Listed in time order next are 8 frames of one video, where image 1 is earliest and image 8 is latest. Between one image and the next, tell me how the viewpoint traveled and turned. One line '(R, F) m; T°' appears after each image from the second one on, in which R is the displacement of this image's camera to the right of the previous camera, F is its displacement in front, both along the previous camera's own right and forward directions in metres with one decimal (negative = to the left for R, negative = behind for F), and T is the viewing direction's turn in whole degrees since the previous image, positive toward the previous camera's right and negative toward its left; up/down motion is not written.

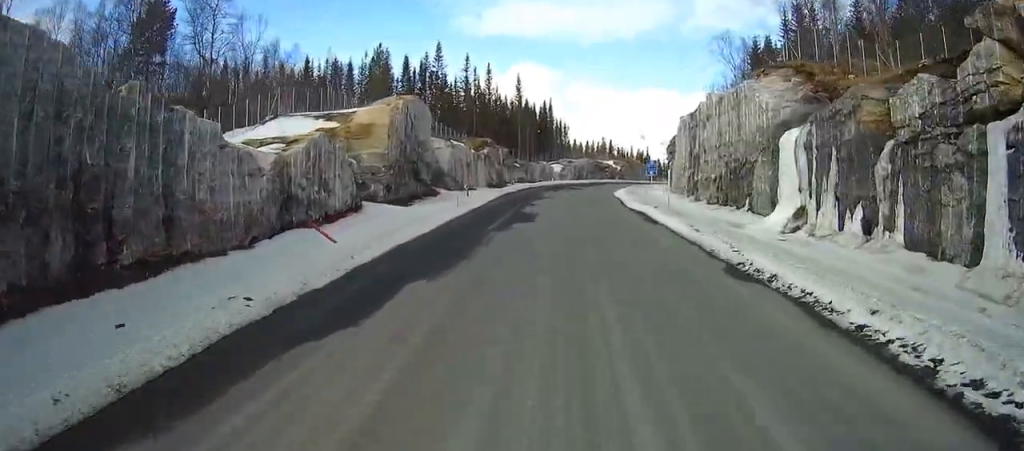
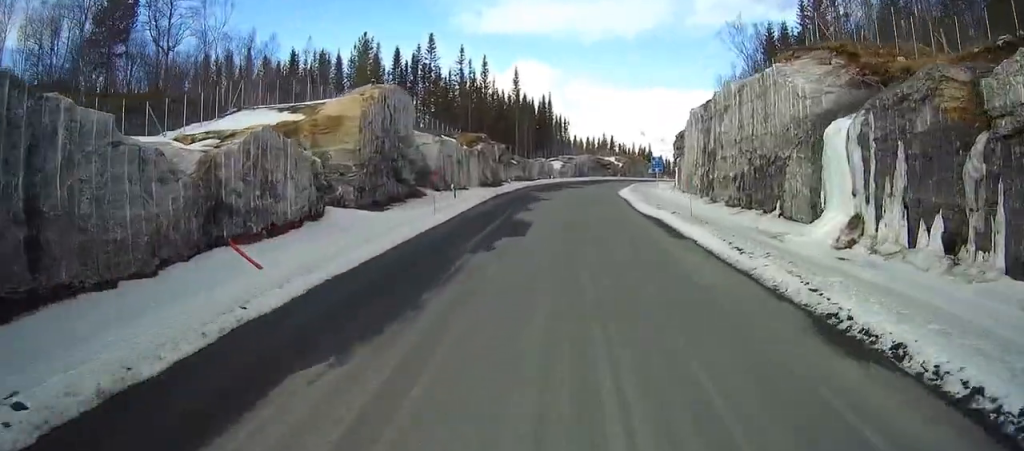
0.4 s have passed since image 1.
(0.0, +5.6) m; 0°
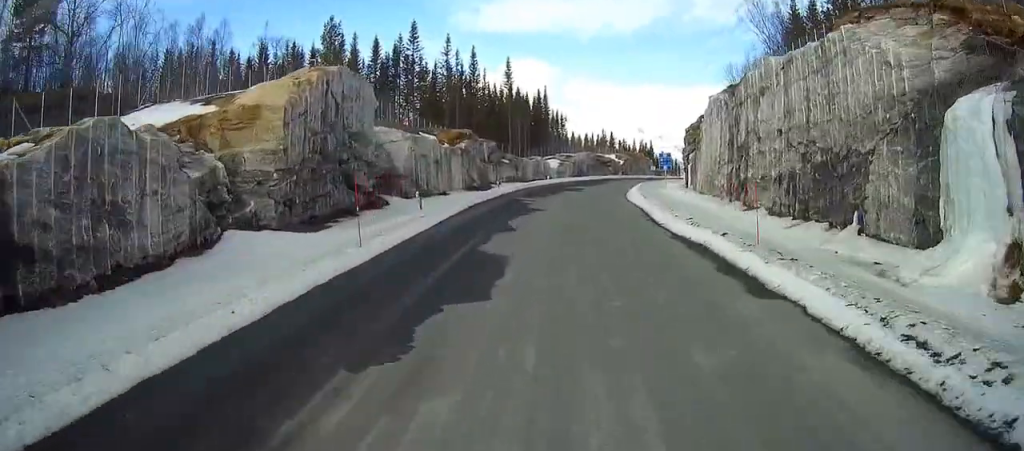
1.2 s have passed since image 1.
(0.0, +9.6) m; 0°
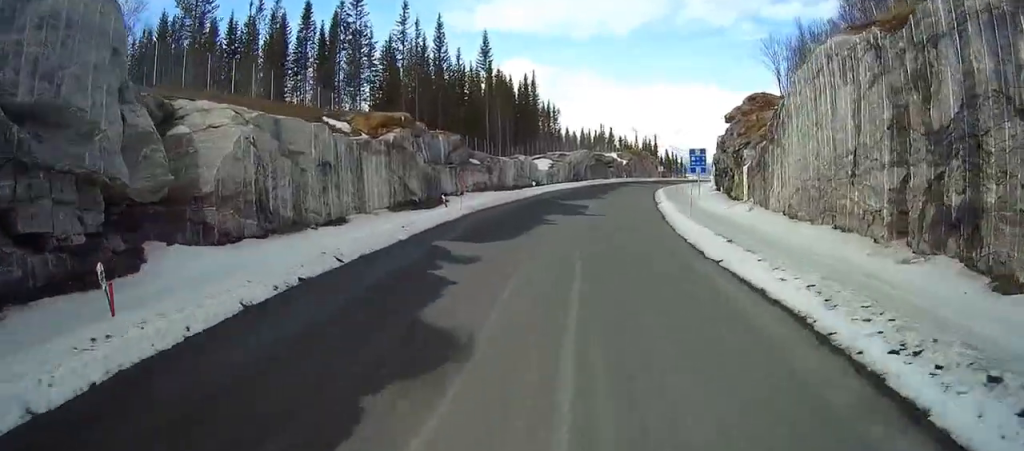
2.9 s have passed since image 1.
(+0.2, +23.9) m; +1°
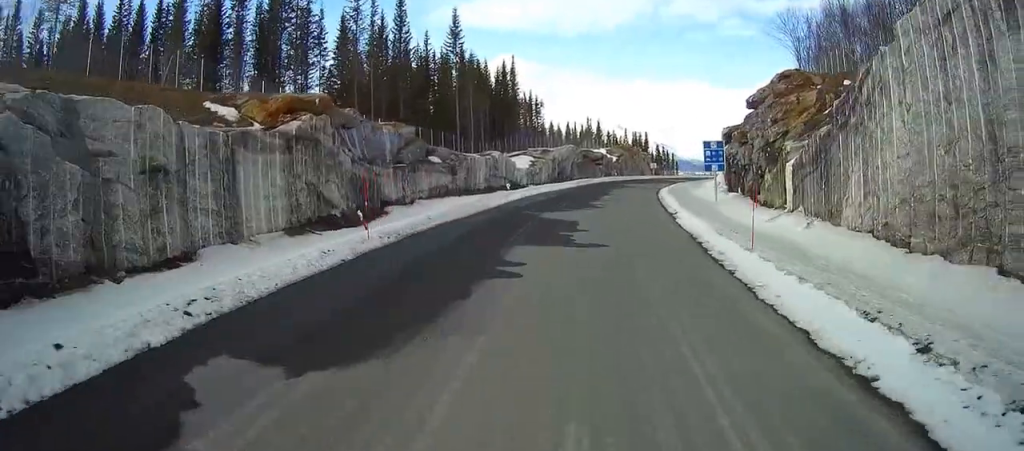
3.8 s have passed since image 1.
(0.0, +12.1) m; +1°
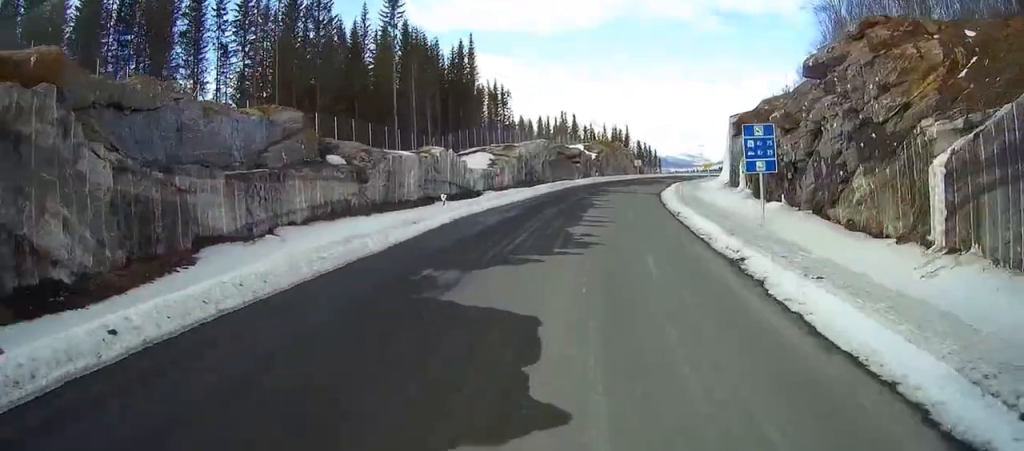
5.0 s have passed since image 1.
(+0.4, +16.7) m; +3°
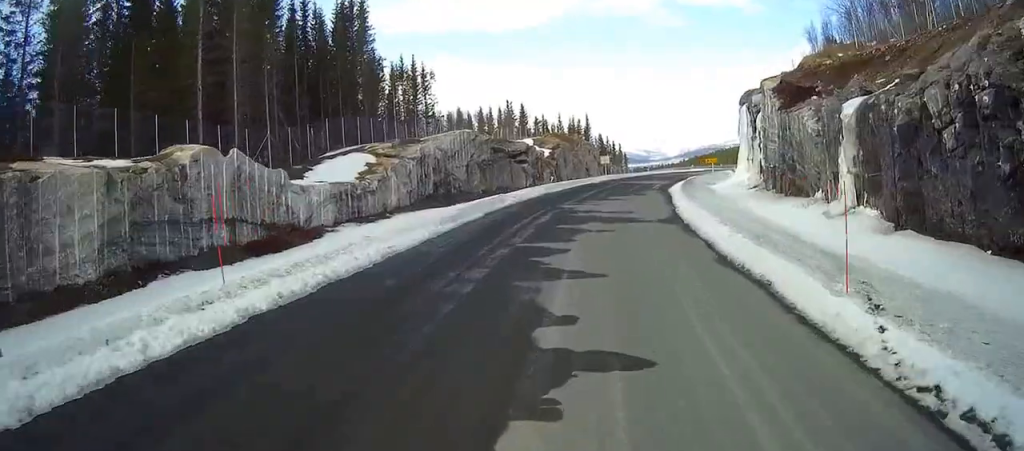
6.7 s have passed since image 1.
(+1.1, +26.3) m; +5°
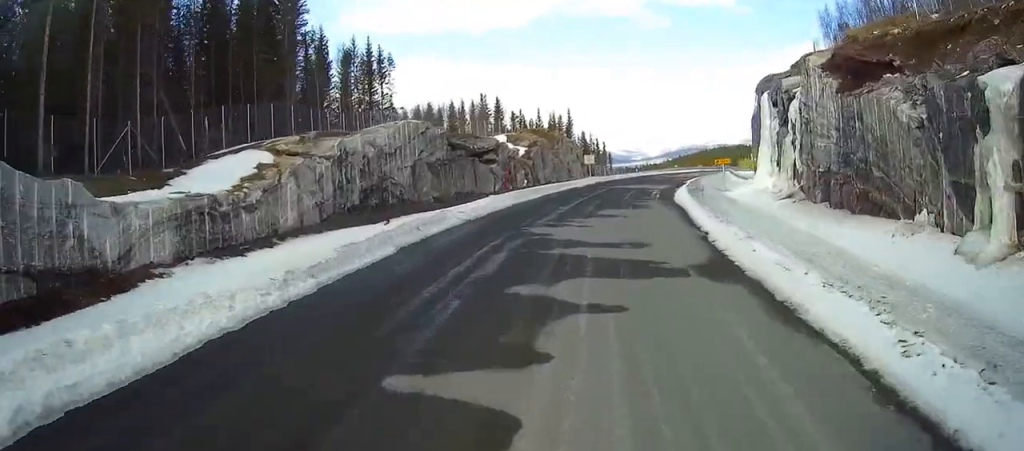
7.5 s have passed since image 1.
(+0.3, +11.4) m; +1°
